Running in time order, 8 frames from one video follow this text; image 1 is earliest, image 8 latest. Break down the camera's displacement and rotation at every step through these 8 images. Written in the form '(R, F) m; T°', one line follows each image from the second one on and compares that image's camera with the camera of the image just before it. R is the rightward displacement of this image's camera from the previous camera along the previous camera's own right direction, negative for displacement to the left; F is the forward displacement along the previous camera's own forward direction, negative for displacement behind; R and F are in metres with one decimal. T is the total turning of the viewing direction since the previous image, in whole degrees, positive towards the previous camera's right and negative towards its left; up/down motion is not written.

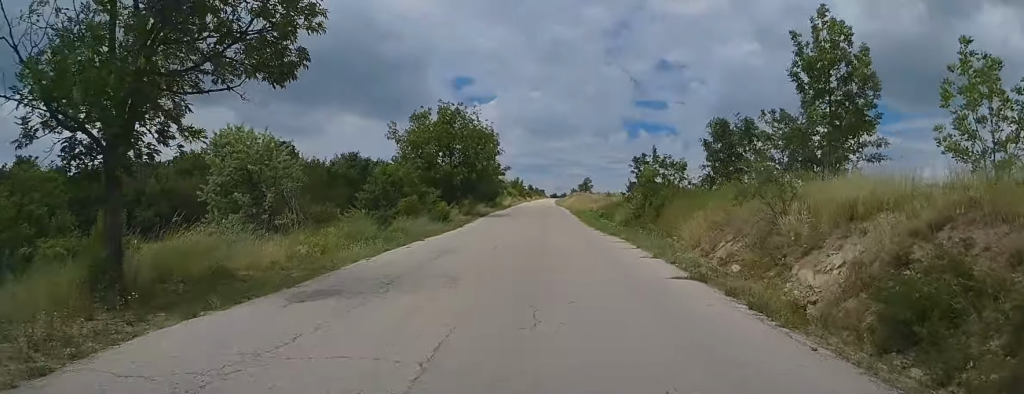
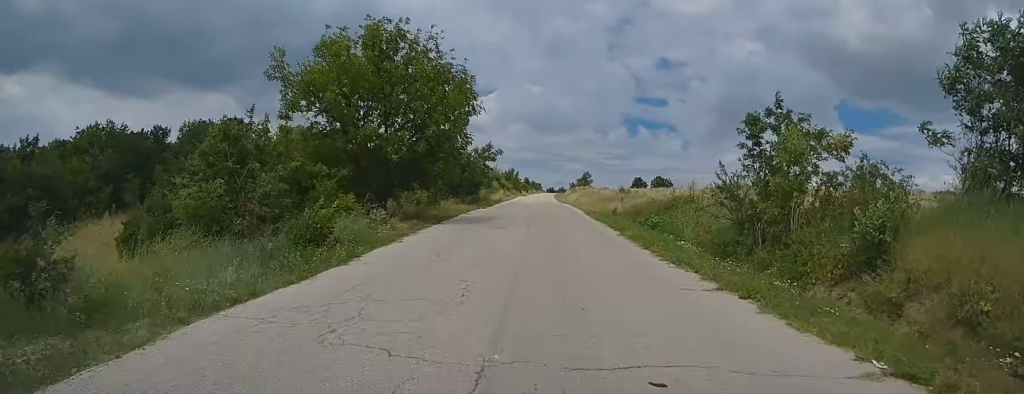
(+0.2, +19.7) m; +1°
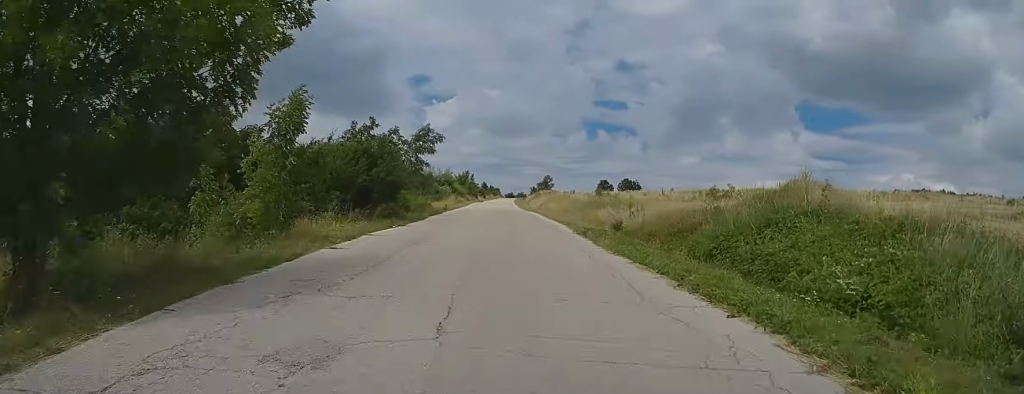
(+0.3, +17.0) m; +1°
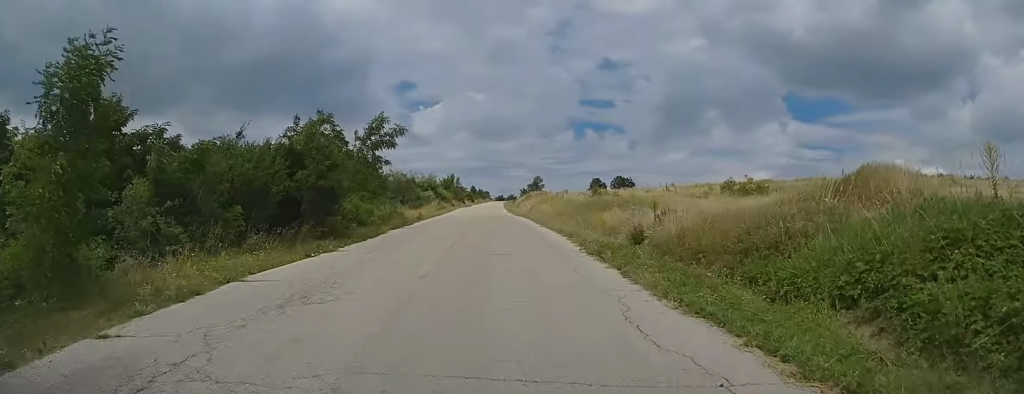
(+0.1, +7.7) m; 0°
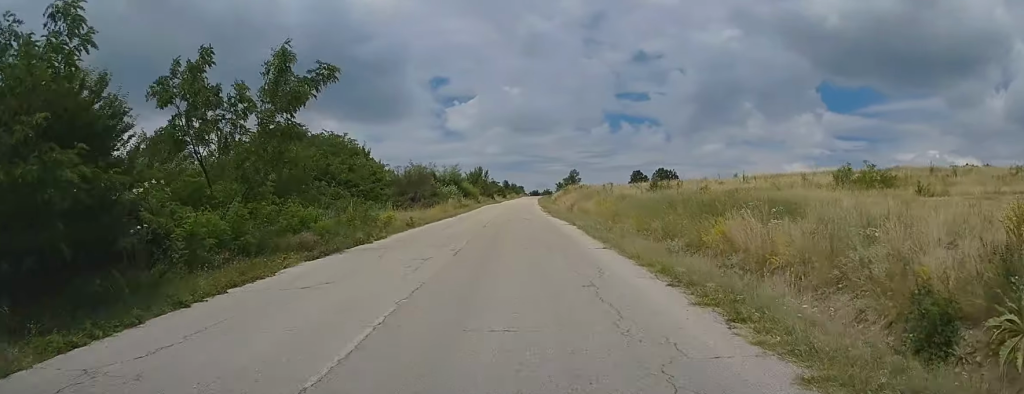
(-0.1, +14.4) m; 0°
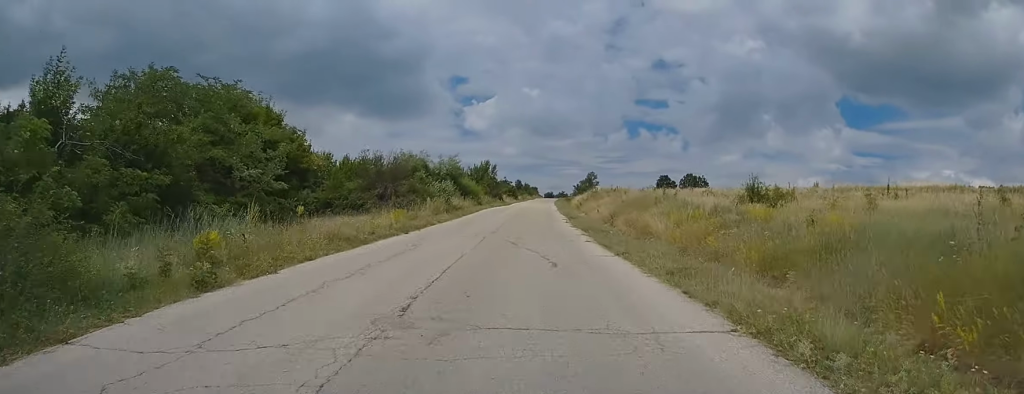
(-0.1, +20.5) m; -1°
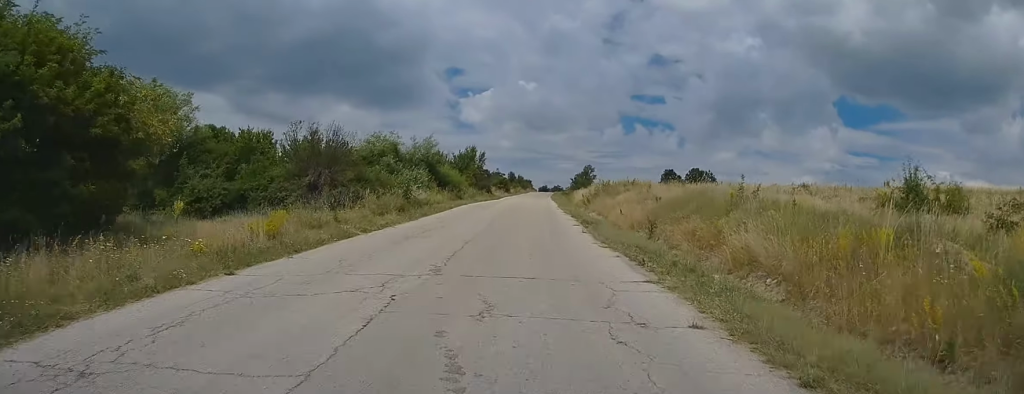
(-0.2, +14.3) m; -1°
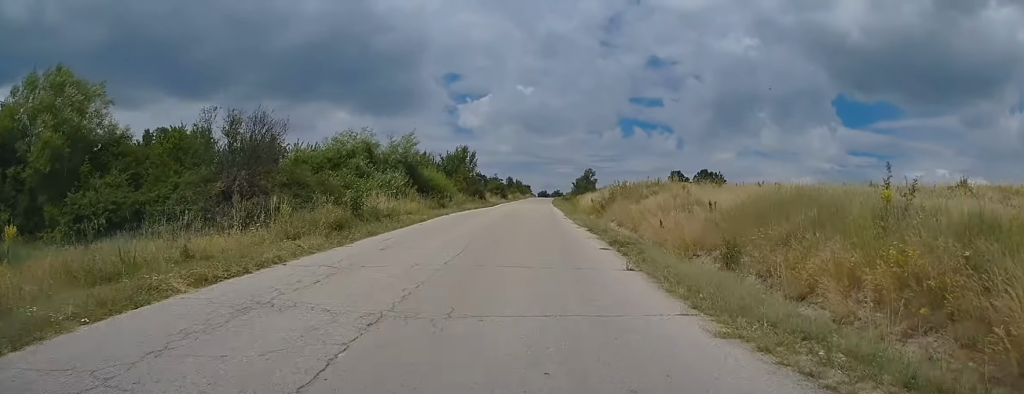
(-0.1, +10.0) m; 0°
